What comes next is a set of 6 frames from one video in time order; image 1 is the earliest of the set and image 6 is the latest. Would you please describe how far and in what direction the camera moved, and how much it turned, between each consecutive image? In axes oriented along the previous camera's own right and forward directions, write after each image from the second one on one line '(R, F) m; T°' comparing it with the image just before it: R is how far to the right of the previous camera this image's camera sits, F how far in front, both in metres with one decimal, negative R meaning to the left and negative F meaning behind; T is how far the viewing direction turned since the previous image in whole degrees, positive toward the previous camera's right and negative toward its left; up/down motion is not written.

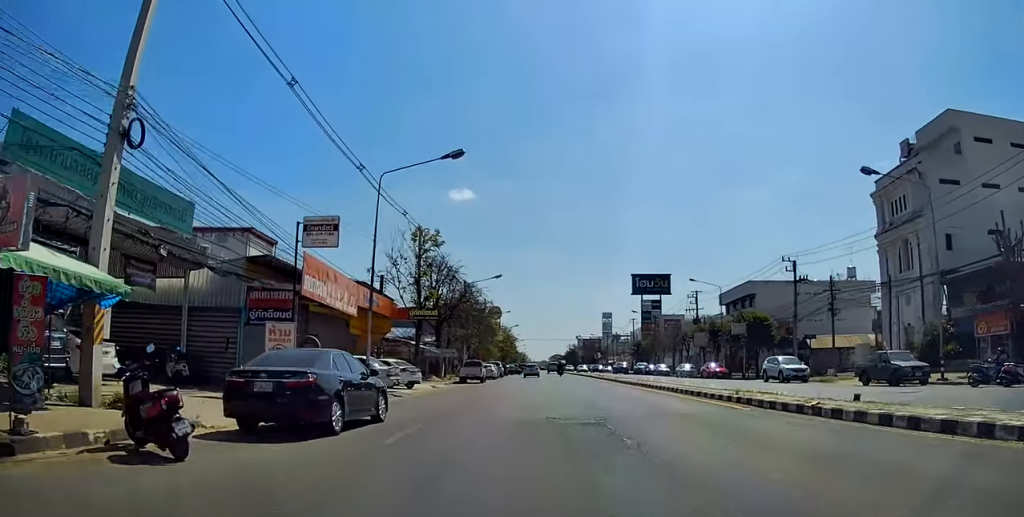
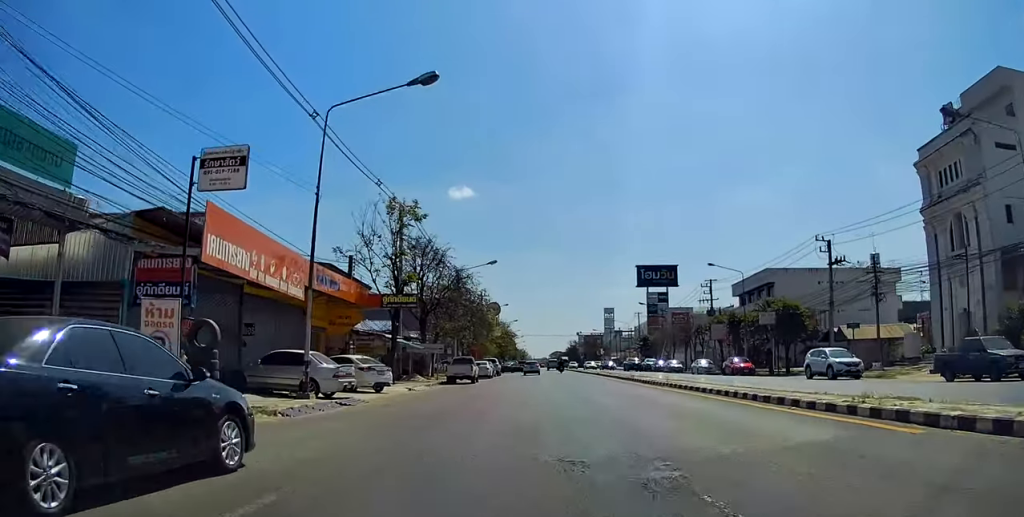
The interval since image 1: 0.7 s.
(-0.1, +6.8) m; -1°
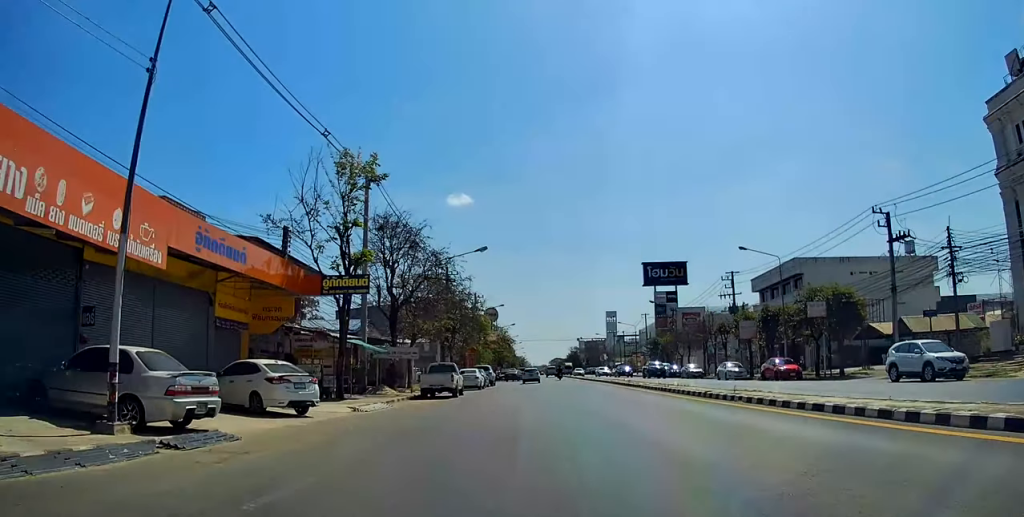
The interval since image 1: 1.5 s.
(-0.1, +9.3) m; +1°
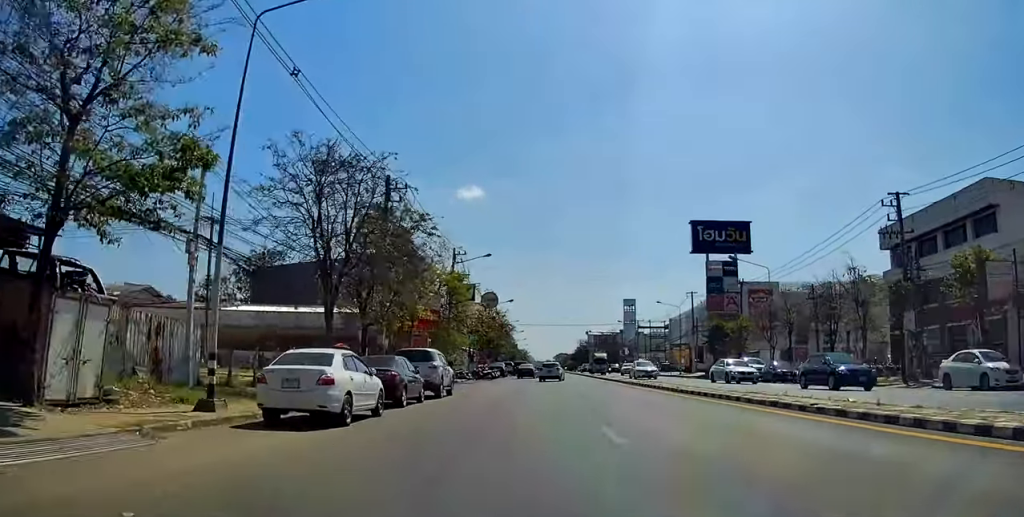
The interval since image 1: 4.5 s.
(+0.3, +31.9) m; 0°
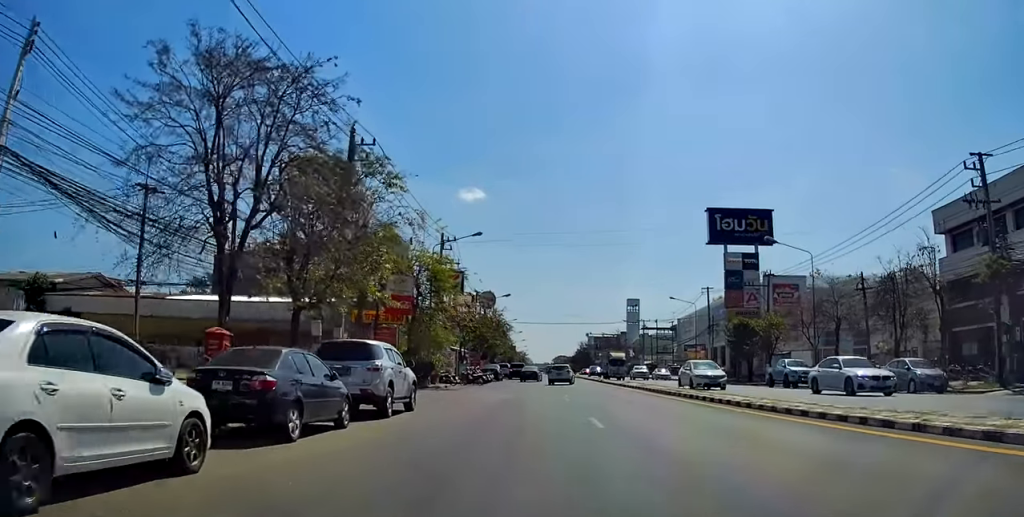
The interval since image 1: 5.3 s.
(0.0, +8.4) m; 0°
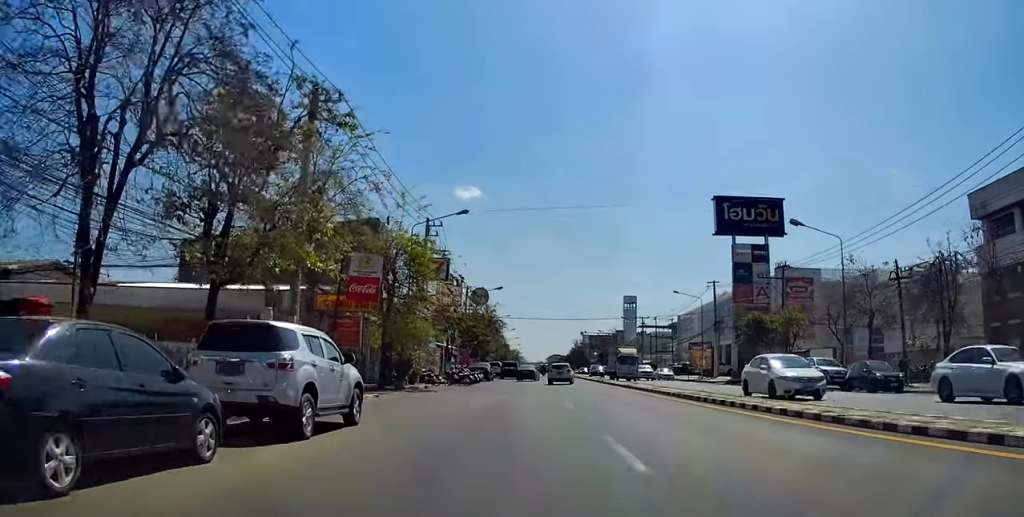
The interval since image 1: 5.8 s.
(0.0, +5.2) m; 0°
